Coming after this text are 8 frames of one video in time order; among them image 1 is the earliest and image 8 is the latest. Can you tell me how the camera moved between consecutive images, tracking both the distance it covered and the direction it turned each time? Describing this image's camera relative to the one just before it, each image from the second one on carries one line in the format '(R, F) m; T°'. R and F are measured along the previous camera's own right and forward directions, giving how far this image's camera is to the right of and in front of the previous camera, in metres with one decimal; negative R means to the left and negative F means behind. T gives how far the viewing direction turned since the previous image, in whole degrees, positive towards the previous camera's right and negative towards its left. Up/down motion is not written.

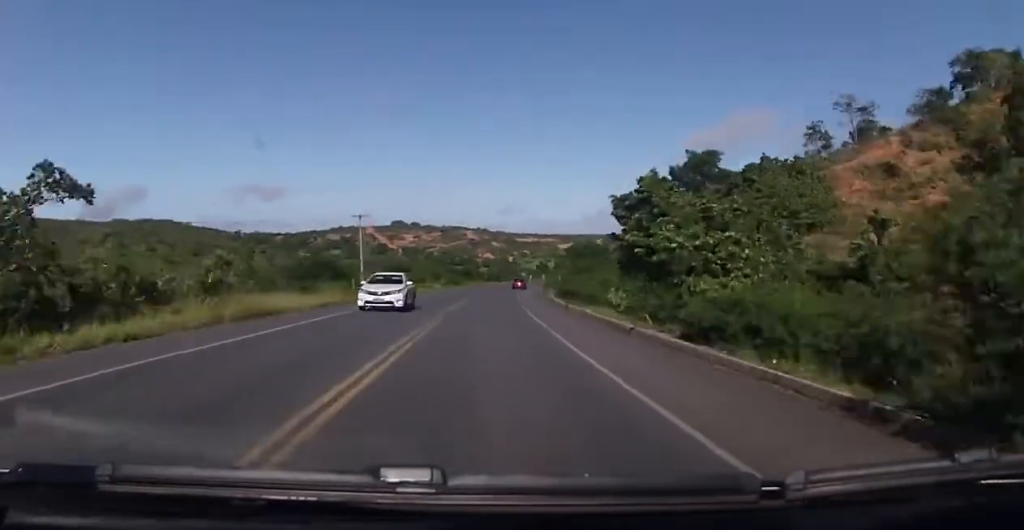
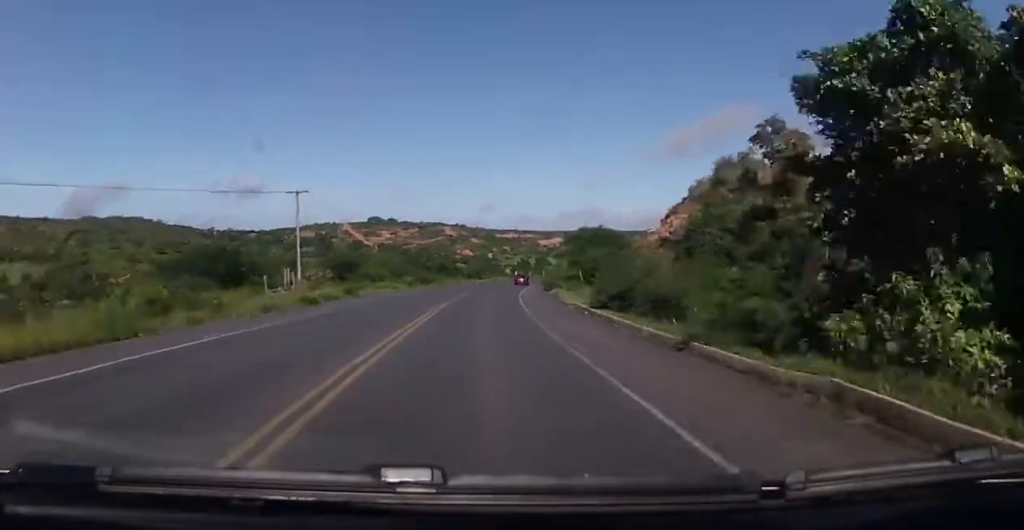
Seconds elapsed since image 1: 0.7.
(0.0, +22.7) m; +1°
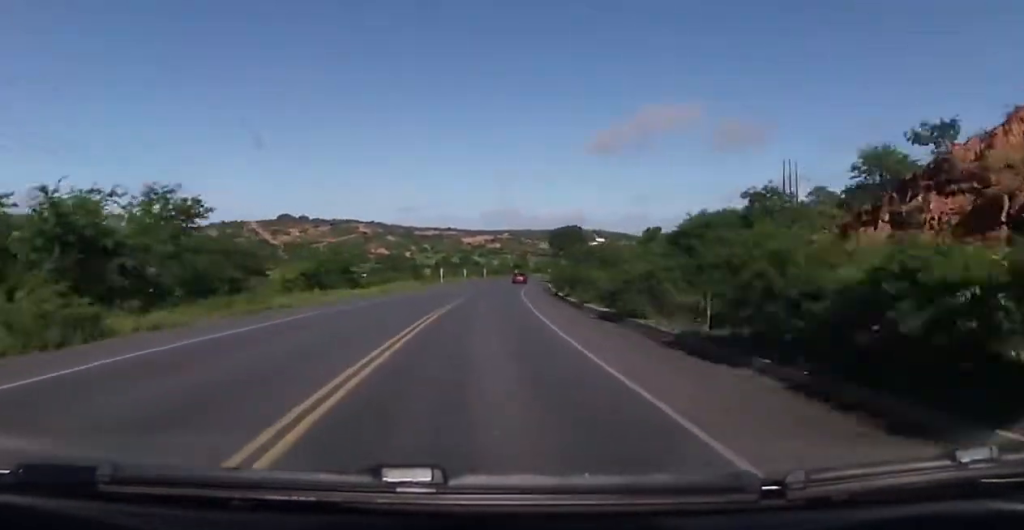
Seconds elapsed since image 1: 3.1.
(+4.1, +74.4) m; +7°
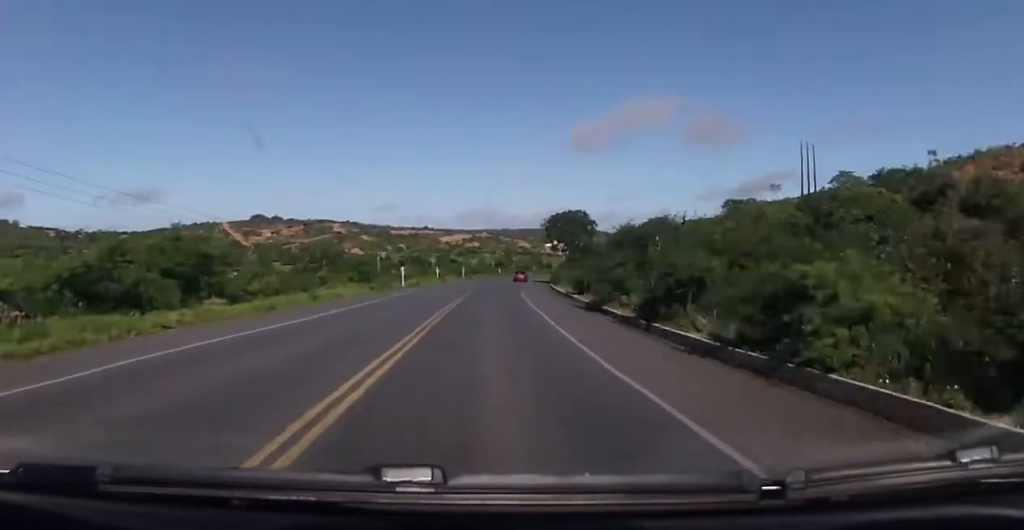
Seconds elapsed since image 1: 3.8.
(+0.8, +23.1) m; +2°
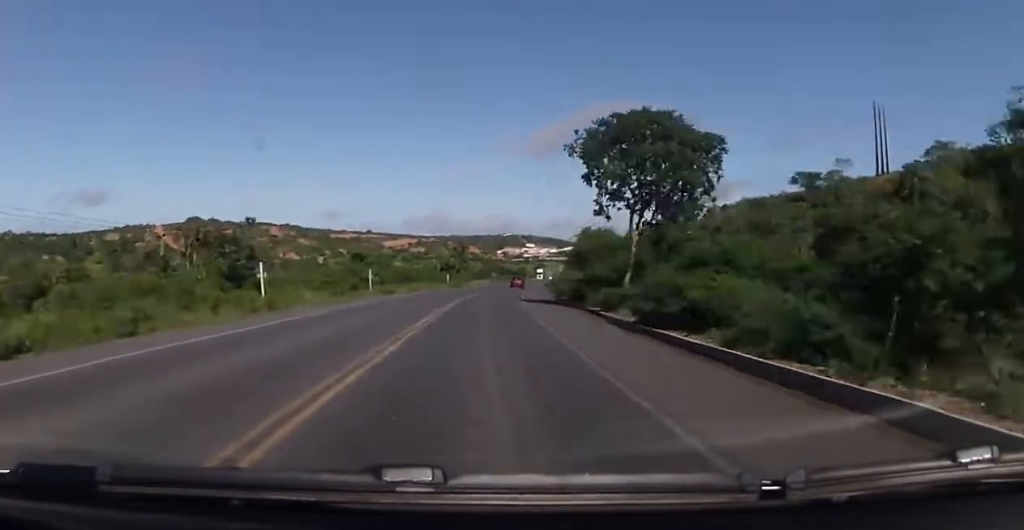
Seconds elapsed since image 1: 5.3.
(+2.1, +51.4) m; +5°
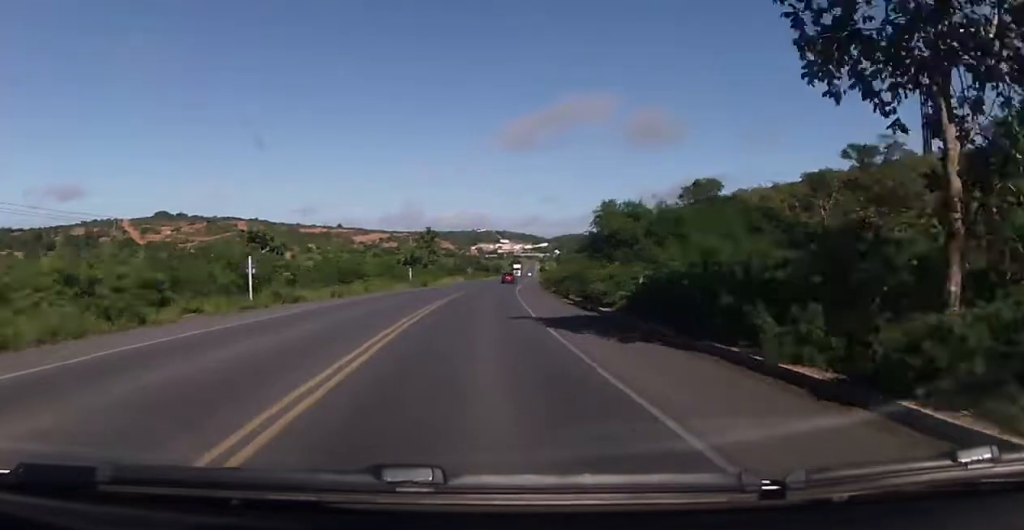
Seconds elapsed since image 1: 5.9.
(+0.5, +20.5) m; +1°
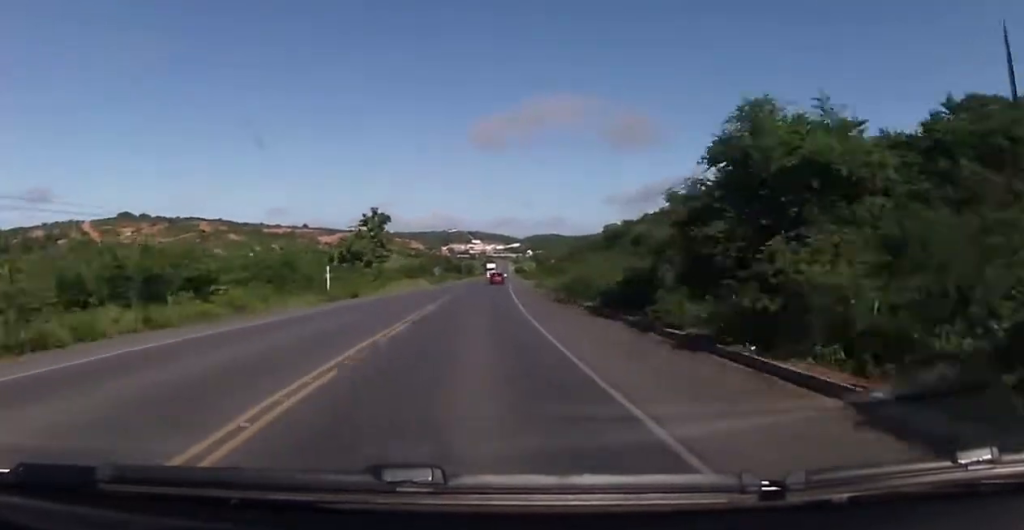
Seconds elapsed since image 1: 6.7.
(+0.3, +26.7) m; +2°
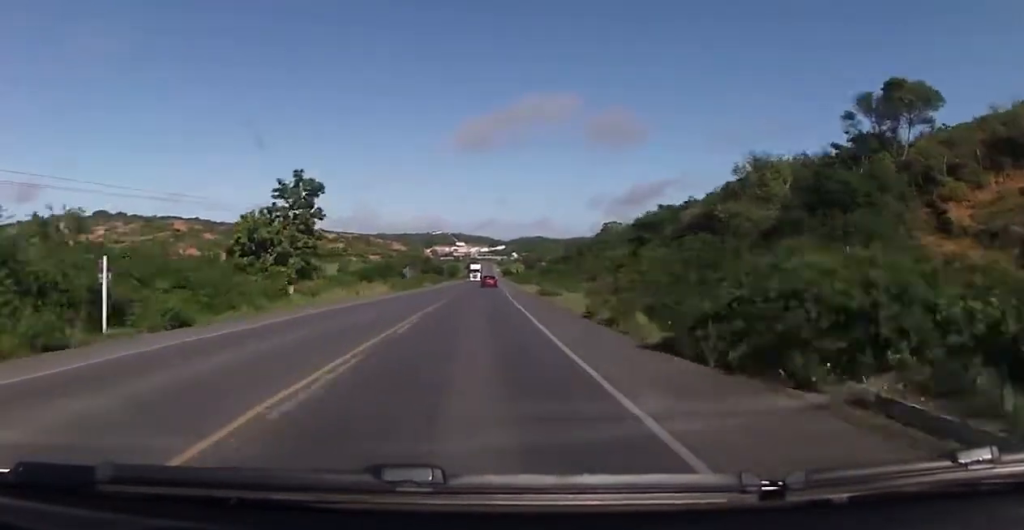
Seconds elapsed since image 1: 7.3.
(+0.2, +22.3) m; +2°
